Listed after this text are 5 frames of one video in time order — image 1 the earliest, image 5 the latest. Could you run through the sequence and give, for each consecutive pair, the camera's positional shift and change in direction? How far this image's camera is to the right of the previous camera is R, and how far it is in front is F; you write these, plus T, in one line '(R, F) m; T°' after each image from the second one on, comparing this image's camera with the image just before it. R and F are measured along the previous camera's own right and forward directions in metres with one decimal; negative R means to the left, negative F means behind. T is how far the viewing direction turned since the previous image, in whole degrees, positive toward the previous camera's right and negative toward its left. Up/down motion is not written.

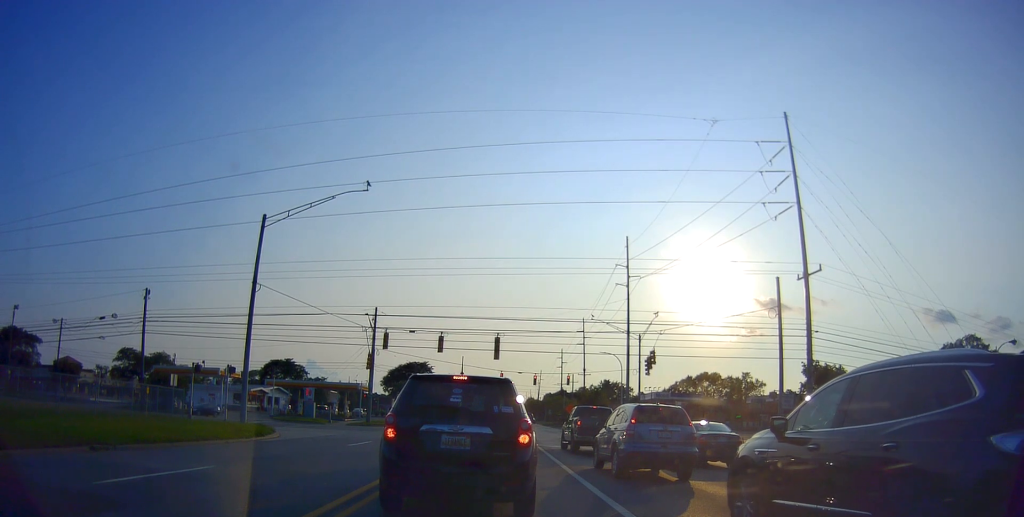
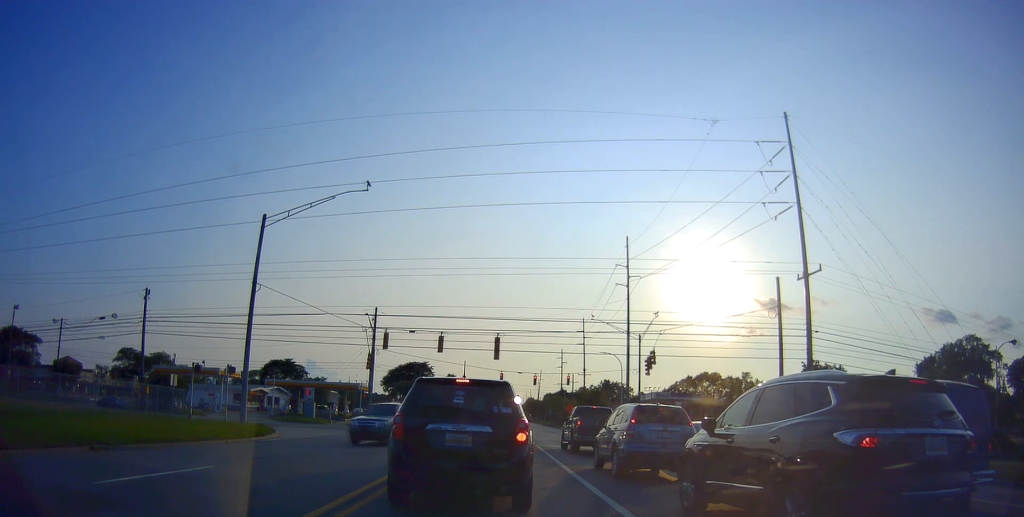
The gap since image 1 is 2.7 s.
(+0.1, +0.4) m; 0°
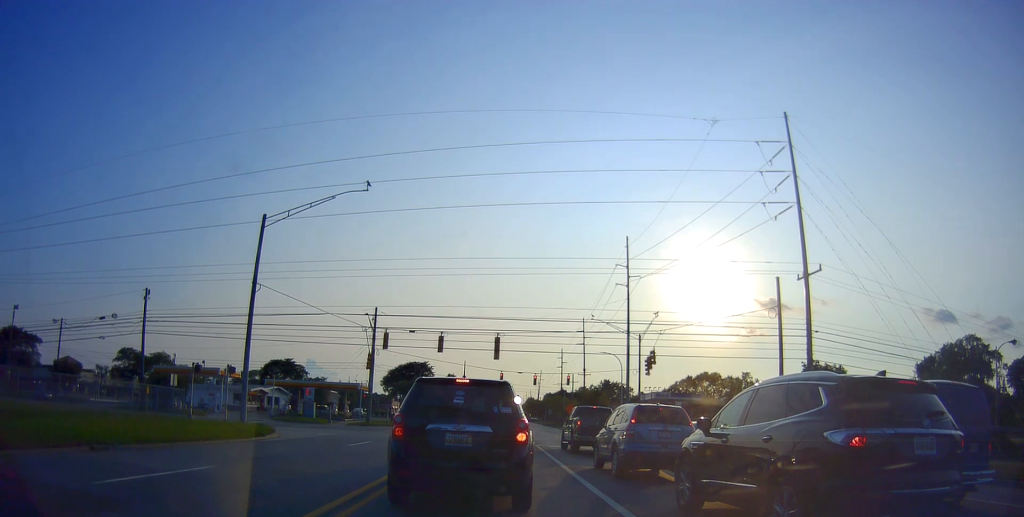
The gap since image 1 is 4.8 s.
(0.0, 0.0) m; 0°
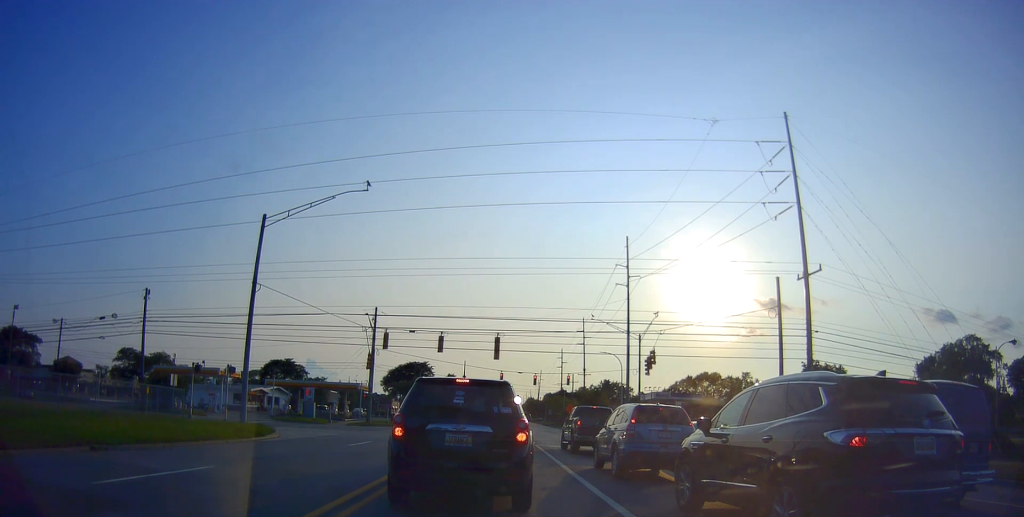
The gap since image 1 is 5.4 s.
(0.0, 0.0) m; 0°
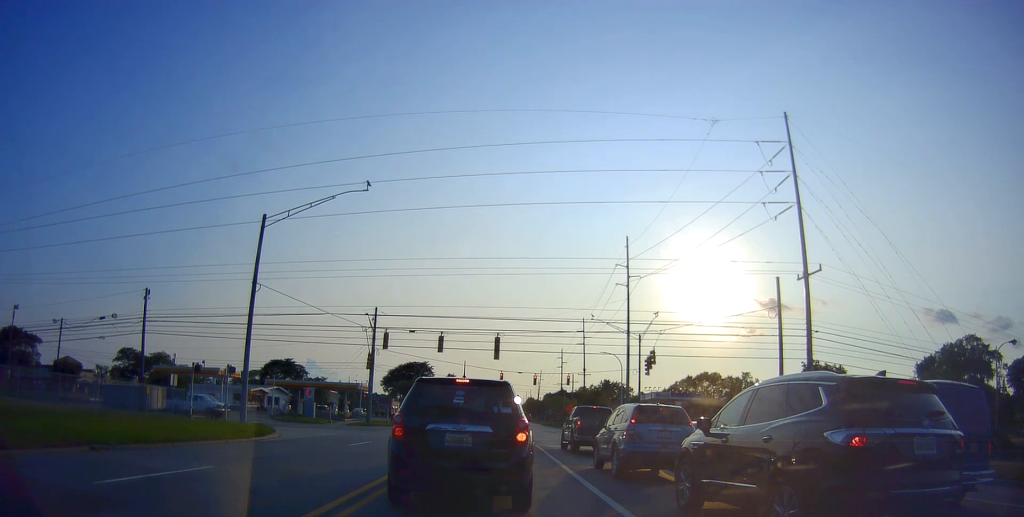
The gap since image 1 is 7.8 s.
(0.0, 0.0) m; 0°
